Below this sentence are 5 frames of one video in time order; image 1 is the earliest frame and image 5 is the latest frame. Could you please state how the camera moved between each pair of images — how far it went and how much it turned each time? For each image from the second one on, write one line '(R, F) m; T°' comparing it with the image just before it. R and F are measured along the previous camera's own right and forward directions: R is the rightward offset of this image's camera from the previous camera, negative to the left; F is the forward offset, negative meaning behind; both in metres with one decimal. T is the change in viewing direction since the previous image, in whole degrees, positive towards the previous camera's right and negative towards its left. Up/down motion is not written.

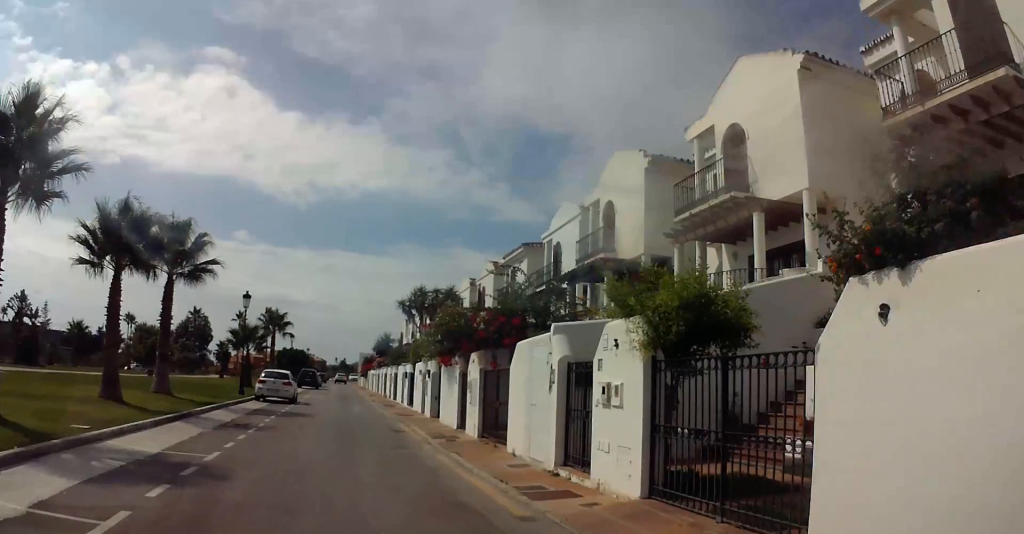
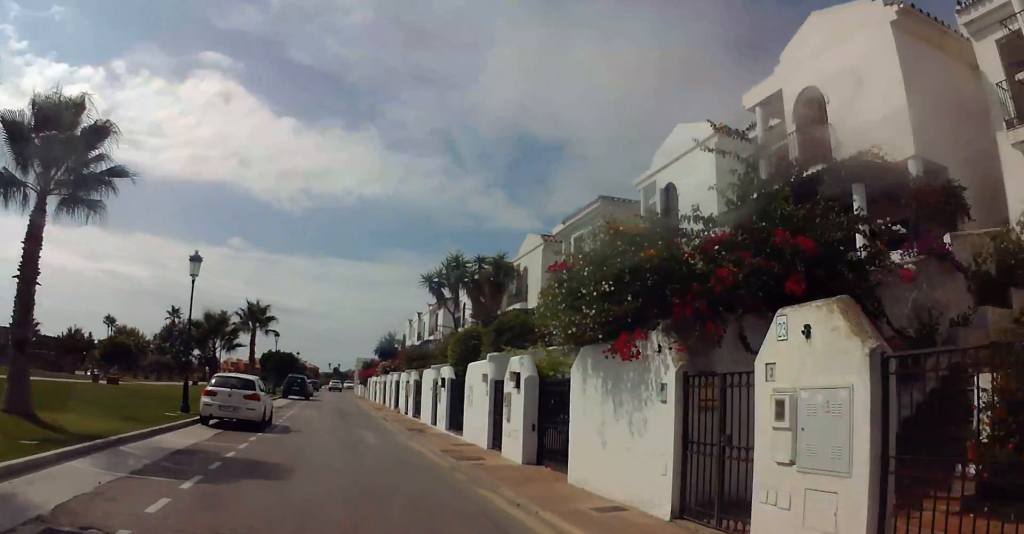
(+0.2, +11.9) m; +2°
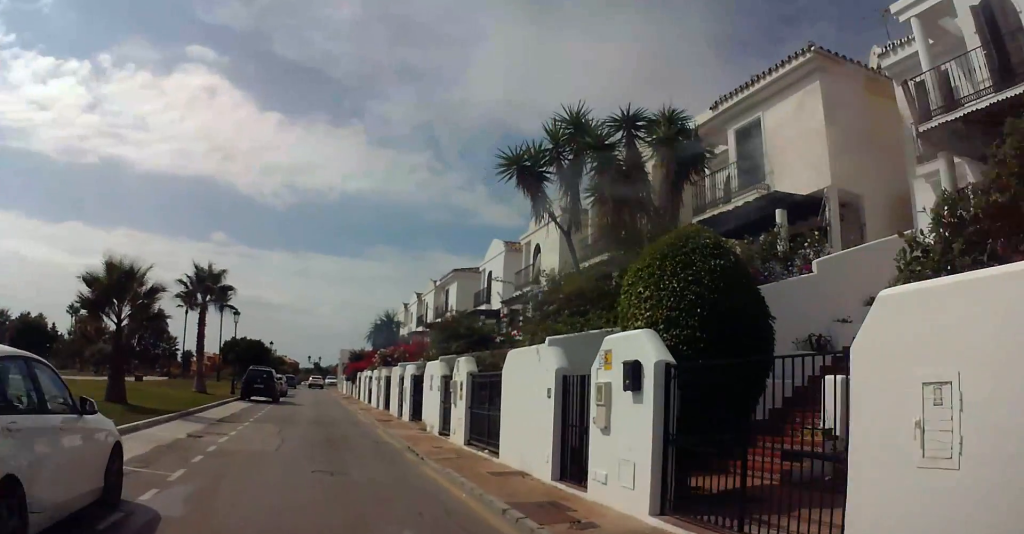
(-0.3, +14.2) m; -2°
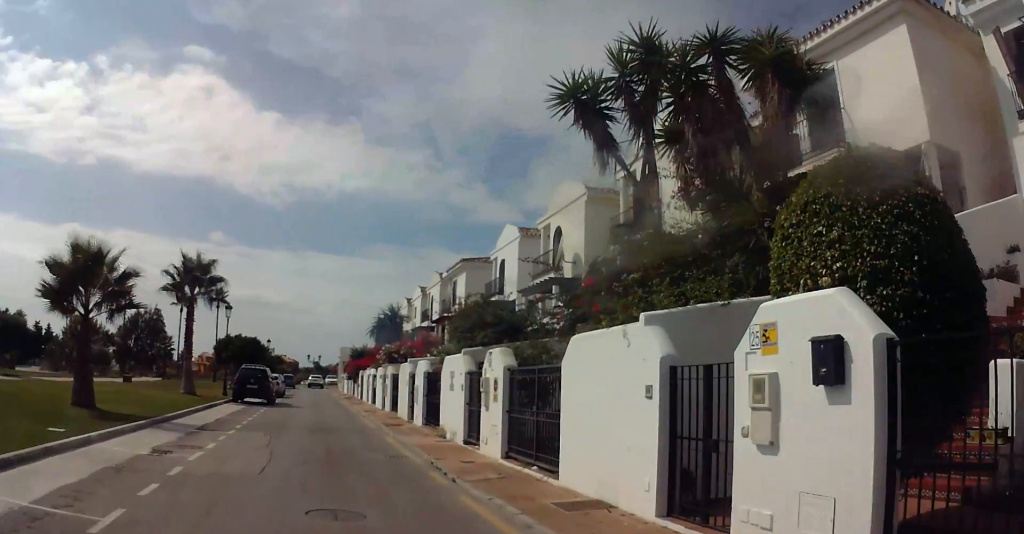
(0.0, +2.9) m; 0°
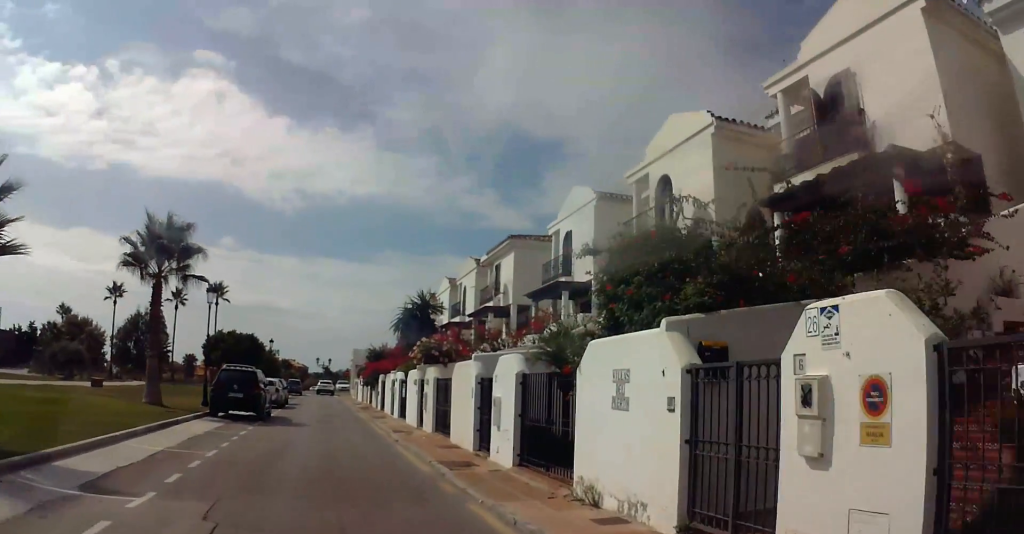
(0.0, +8.4) m; 0°
